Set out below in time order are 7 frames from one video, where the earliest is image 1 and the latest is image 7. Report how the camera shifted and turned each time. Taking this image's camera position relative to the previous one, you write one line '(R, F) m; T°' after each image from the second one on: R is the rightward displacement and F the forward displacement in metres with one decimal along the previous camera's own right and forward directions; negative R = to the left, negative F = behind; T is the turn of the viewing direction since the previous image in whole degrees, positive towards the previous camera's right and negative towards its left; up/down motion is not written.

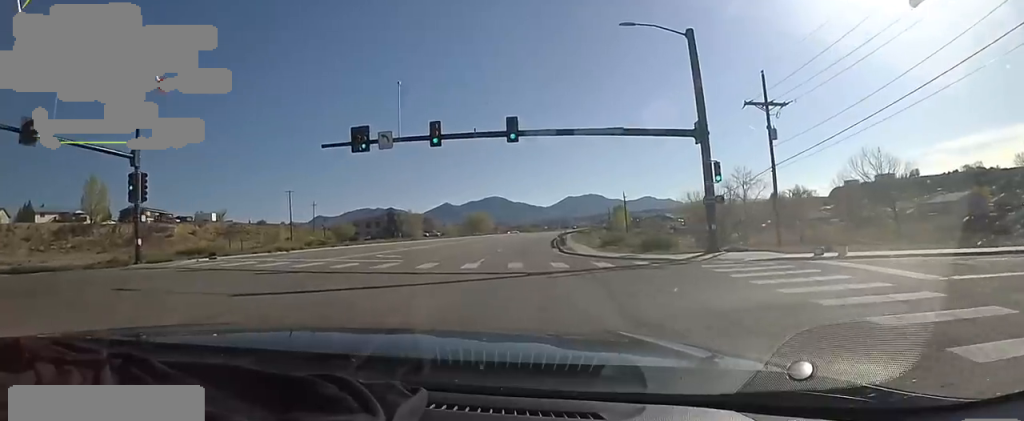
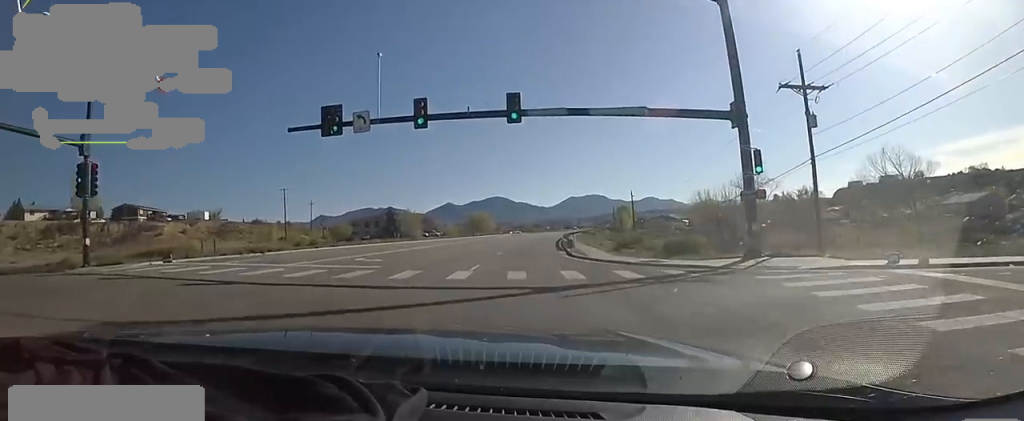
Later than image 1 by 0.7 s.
(0.0, +3.8) m; +2°
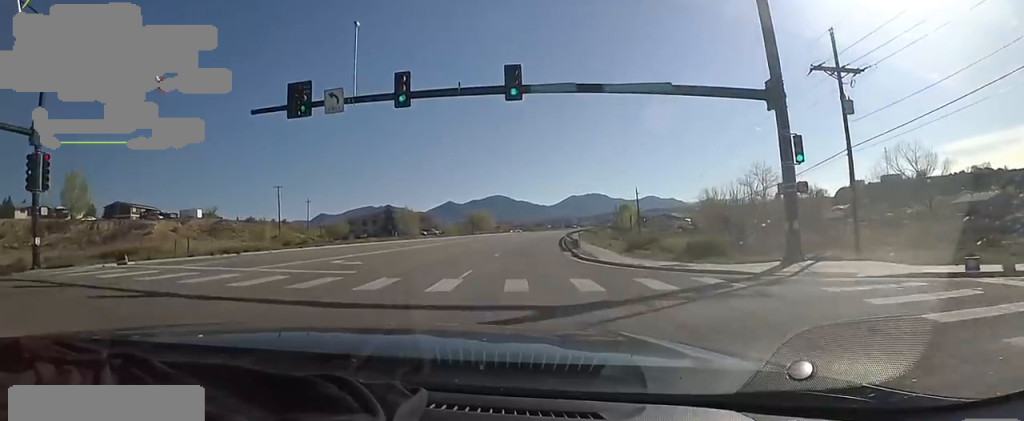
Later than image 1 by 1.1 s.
(-0.1, +3.1) m; +3°
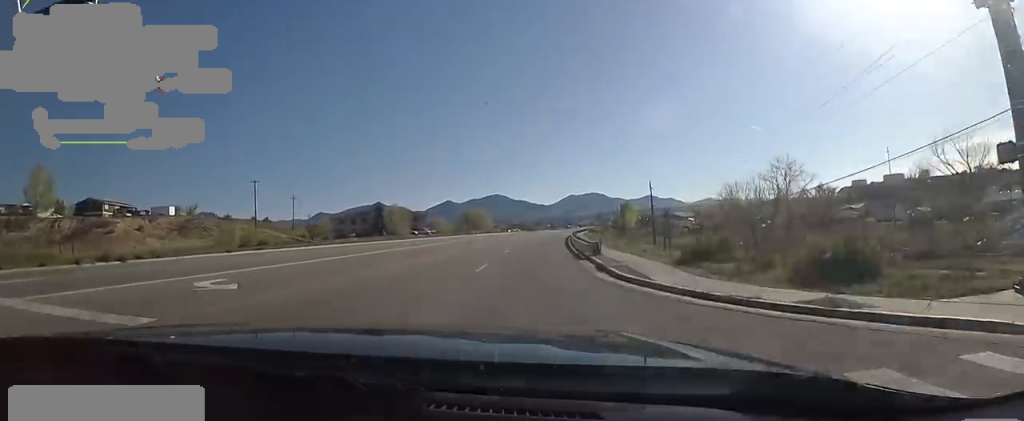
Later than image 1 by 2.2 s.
(+0.7, +9.7) m; +1°
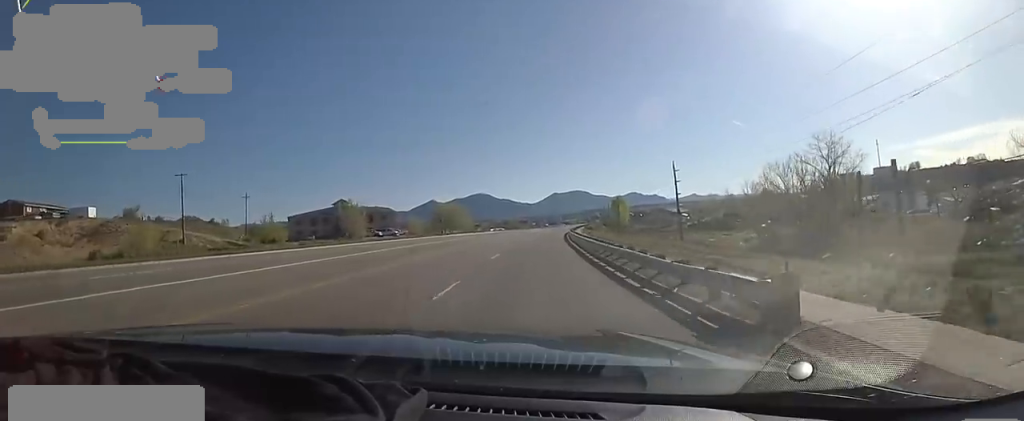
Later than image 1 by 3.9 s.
(-1.4, +18.4) m; -3°
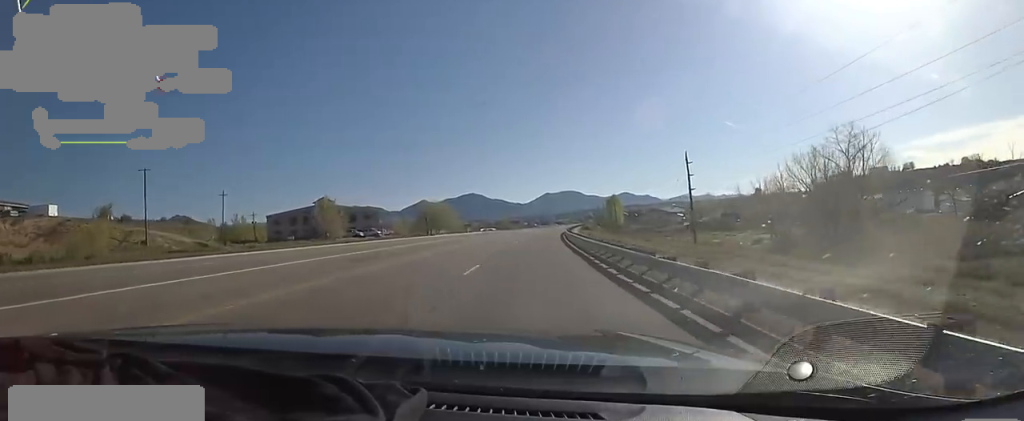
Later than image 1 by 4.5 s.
(-0.1, +6.9) m; +2°
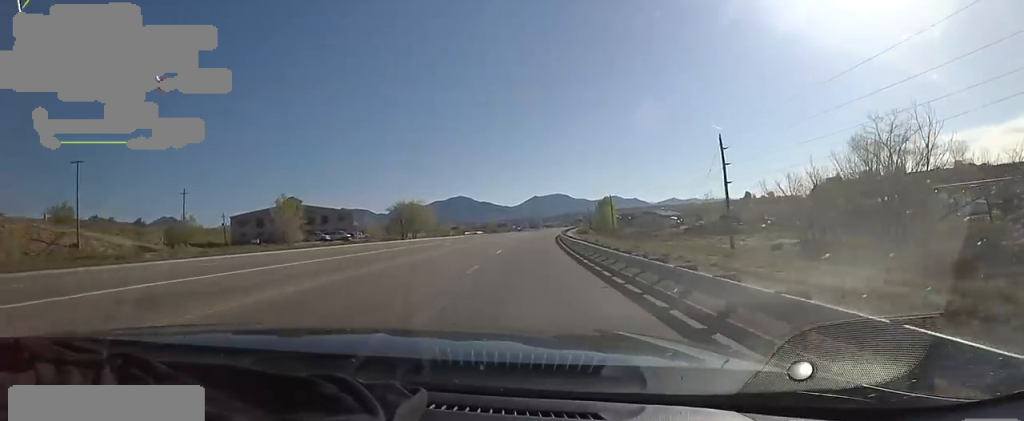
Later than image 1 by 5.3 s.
(+0.7, +11.4) m; +3°
